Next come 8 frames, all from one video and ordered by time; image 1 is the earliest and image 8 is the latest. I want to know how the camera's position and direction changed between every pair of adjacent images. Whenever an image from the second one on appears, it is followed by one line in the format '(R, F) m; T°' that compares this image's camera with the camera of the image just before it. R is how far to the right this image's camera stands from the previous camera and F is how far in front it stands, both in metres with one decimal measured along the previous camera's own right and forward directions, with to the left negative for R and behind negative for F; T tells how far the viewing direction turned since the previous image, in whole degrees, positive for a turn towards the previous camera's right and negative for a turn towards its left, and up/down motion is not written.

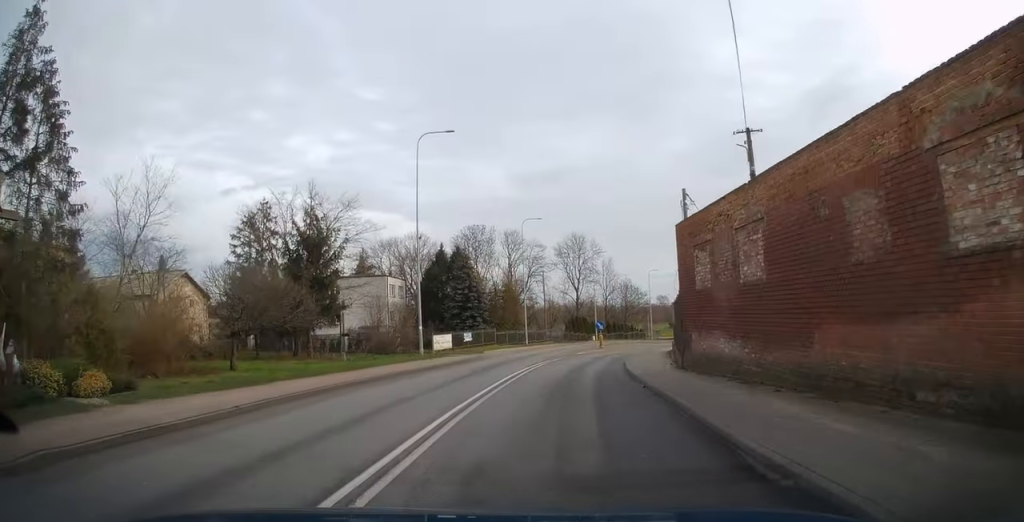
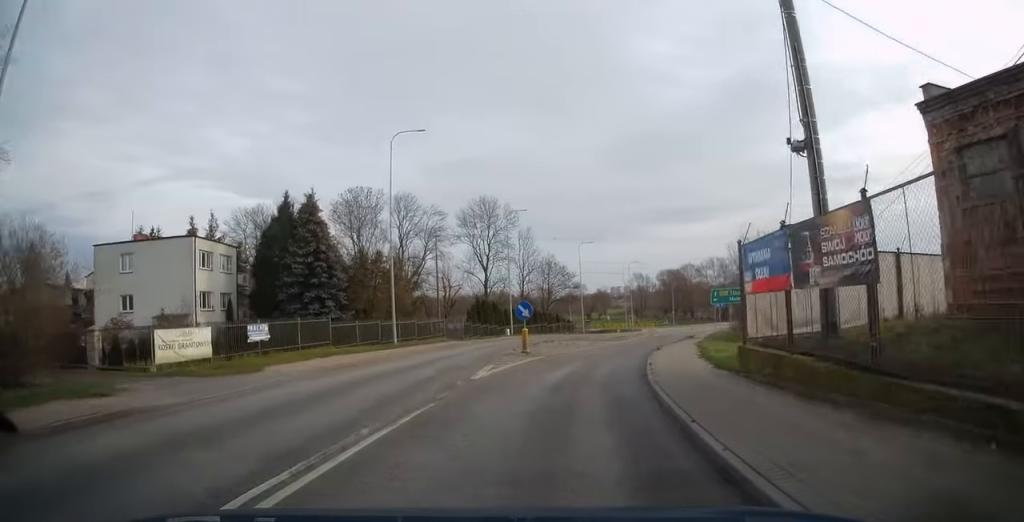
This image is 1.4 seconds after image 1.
(+0.5, +23.7) m; +4°
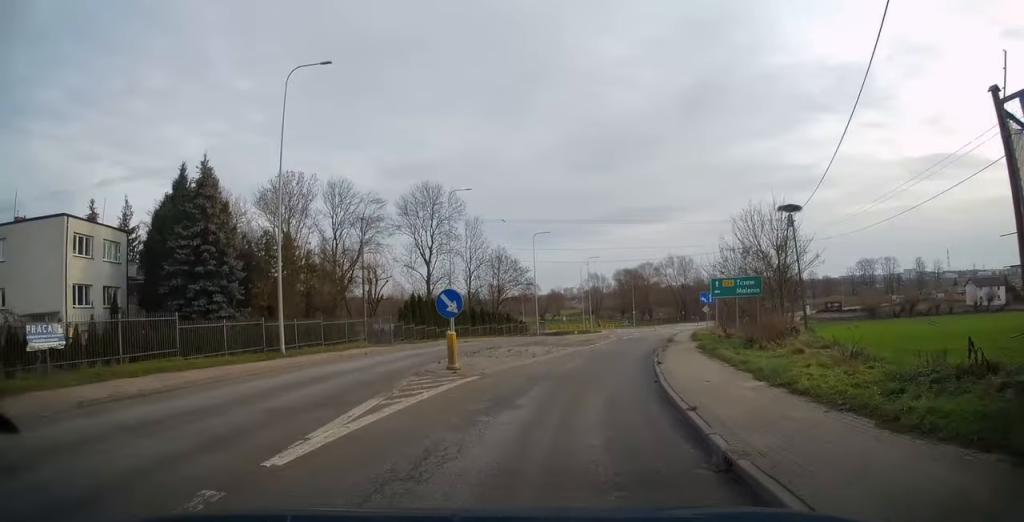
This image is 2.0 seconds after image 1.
(+0.2, +9.3) m; +3°
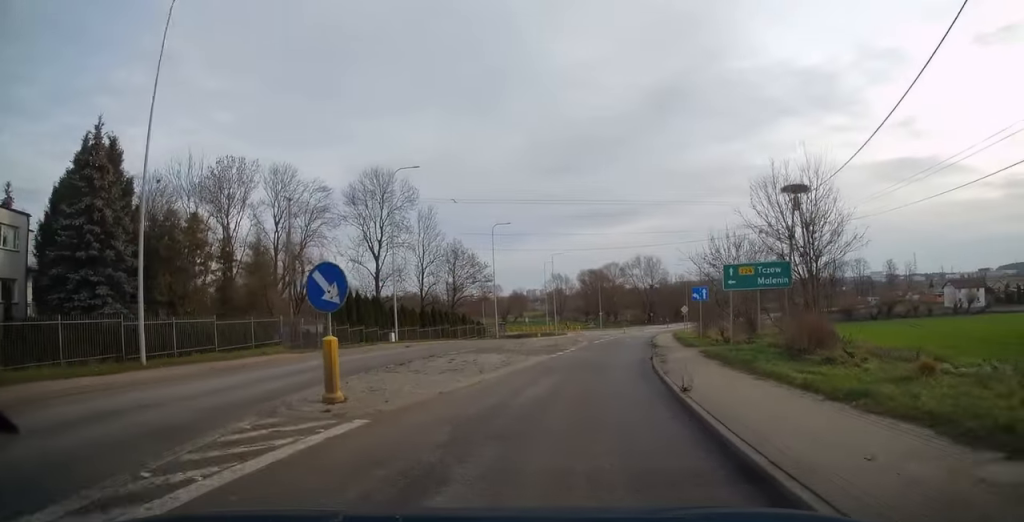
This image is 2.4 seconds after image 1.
(+0.1, +7.2) m; +4°
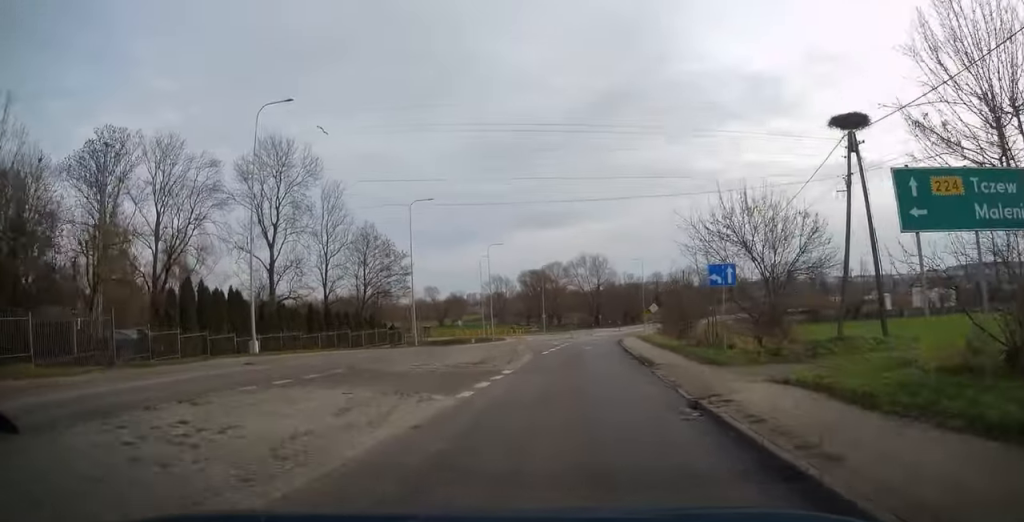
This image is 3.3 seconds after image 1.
(+0.9, +13.5) m; +6°
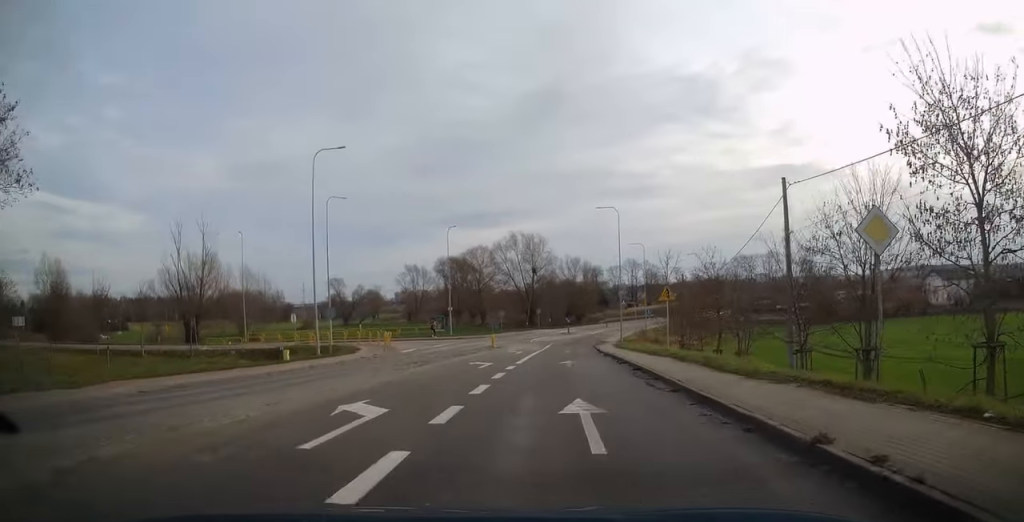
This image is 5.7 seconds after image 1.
(+4.6, +40.6) m; +12°
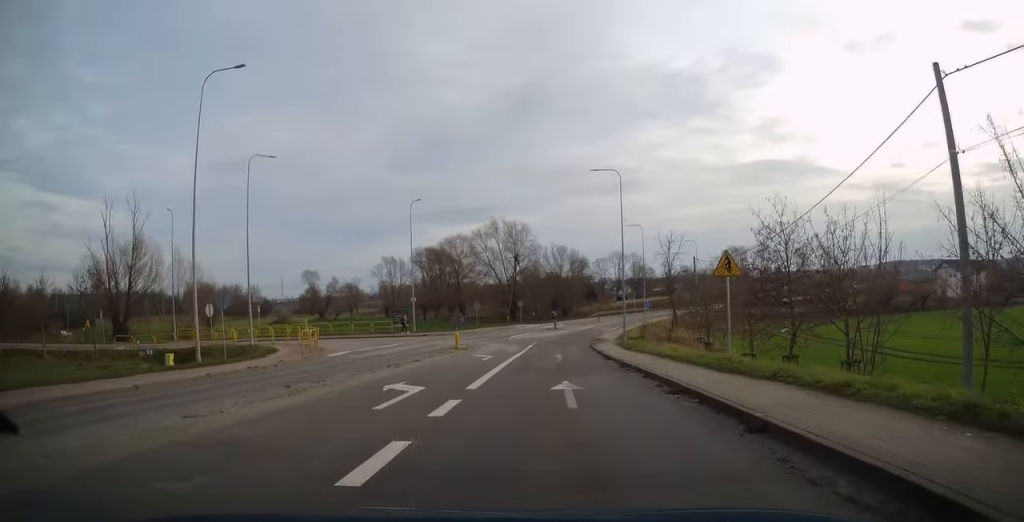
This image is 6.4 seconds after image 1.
(+0.3, +11.4) m; +1°
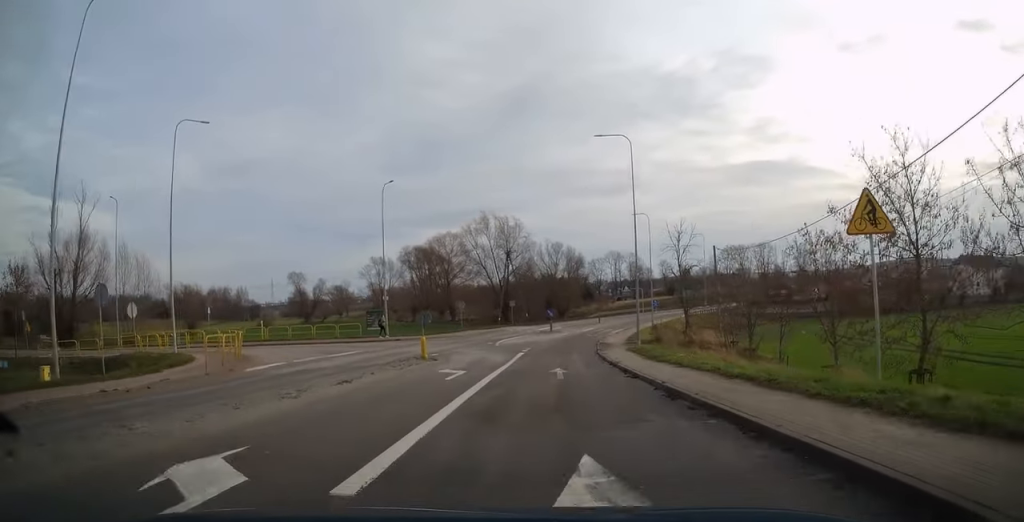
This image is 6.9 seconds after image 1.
(+0.1, +8.1) m; +1°
